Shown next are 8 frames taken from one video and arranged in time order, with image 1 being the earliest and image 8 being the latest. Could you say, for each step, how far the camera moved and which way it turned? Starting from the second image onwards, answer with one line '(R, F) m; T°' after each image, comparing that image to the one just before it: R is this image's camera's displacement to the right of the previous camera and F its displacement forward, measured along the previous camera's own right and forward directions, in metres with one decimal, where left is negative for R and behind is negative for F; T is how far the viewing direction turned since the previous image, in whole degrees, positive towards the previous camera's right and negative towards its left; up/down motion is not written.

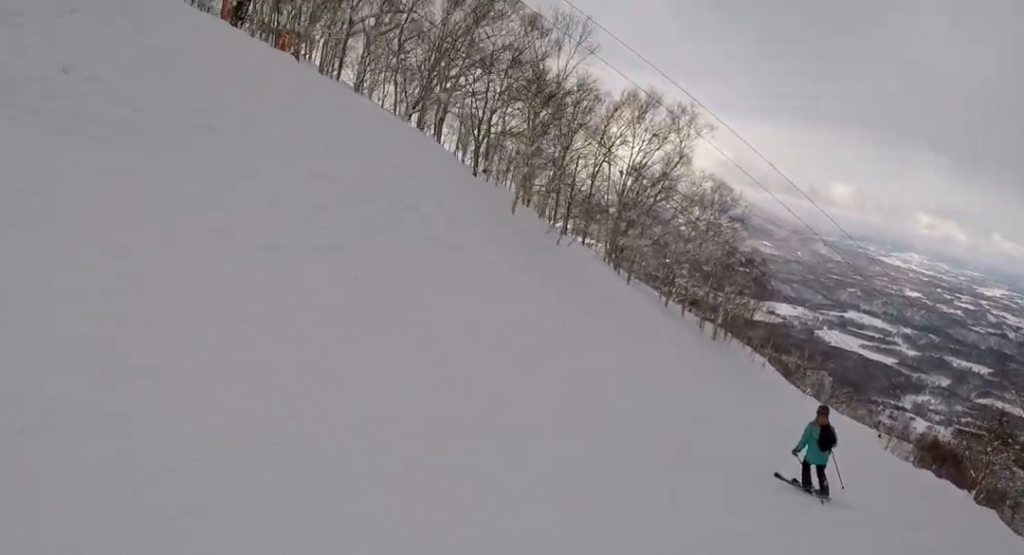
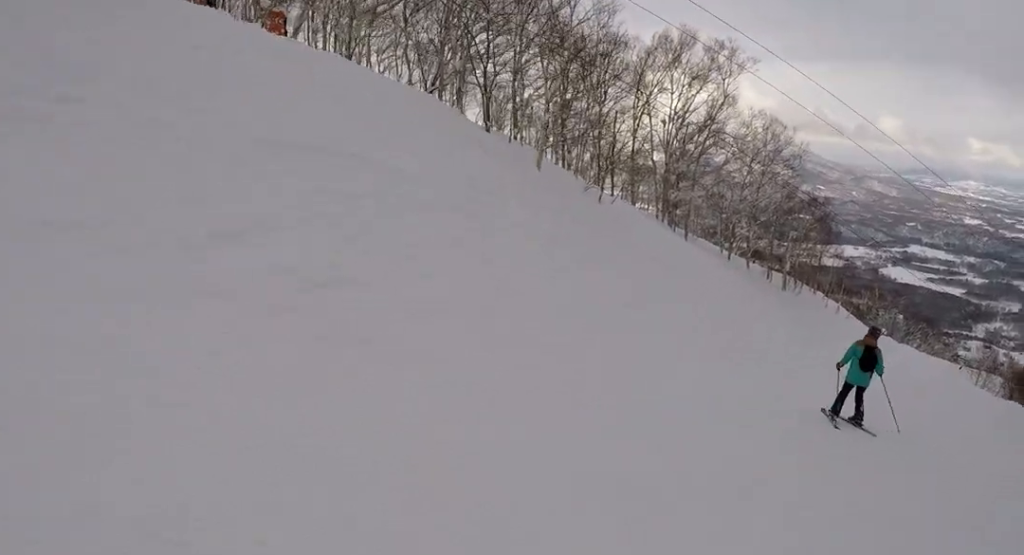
(-0.2, +3.2) m; +7°
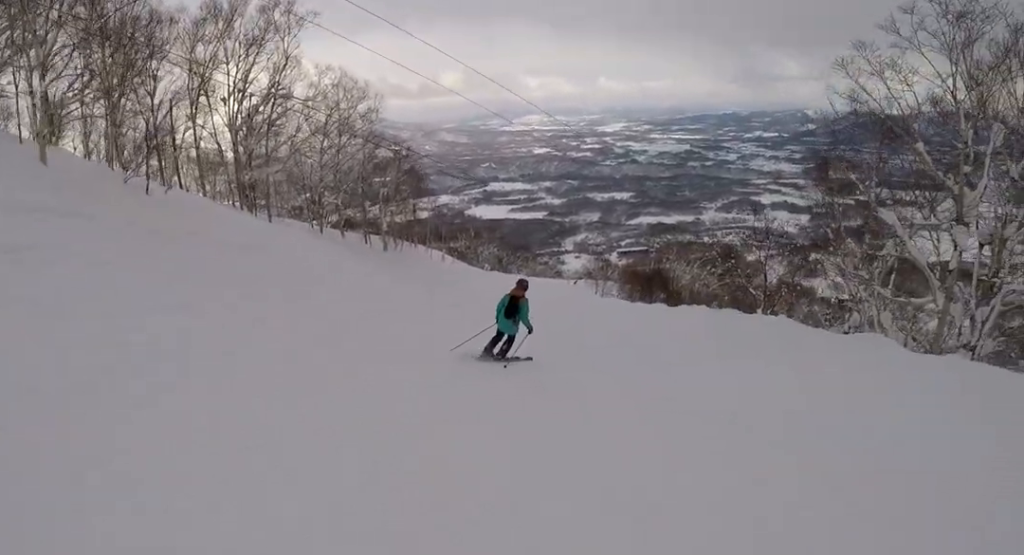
(+1.2, +5.1) m; +24°
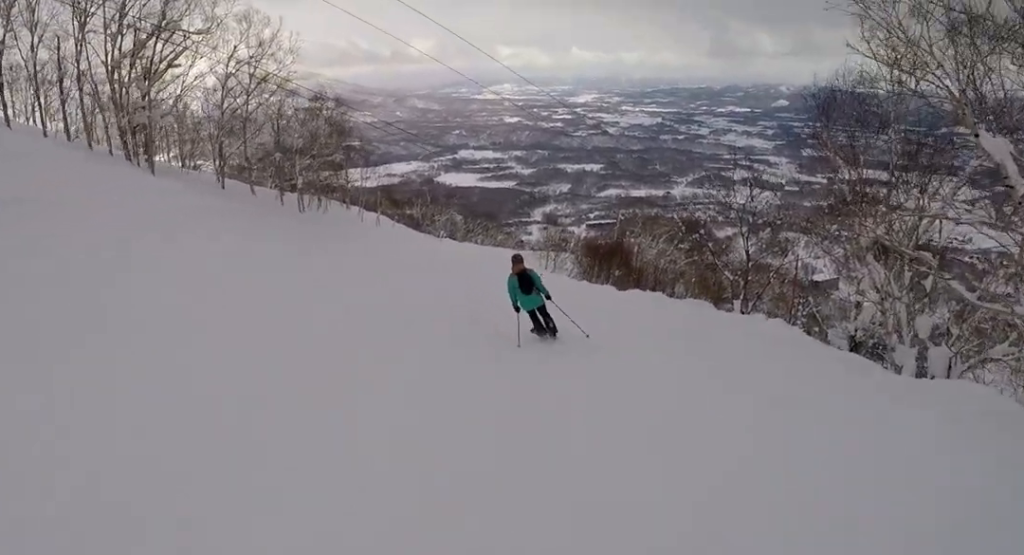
(+0.5, +7.3) m; -12°
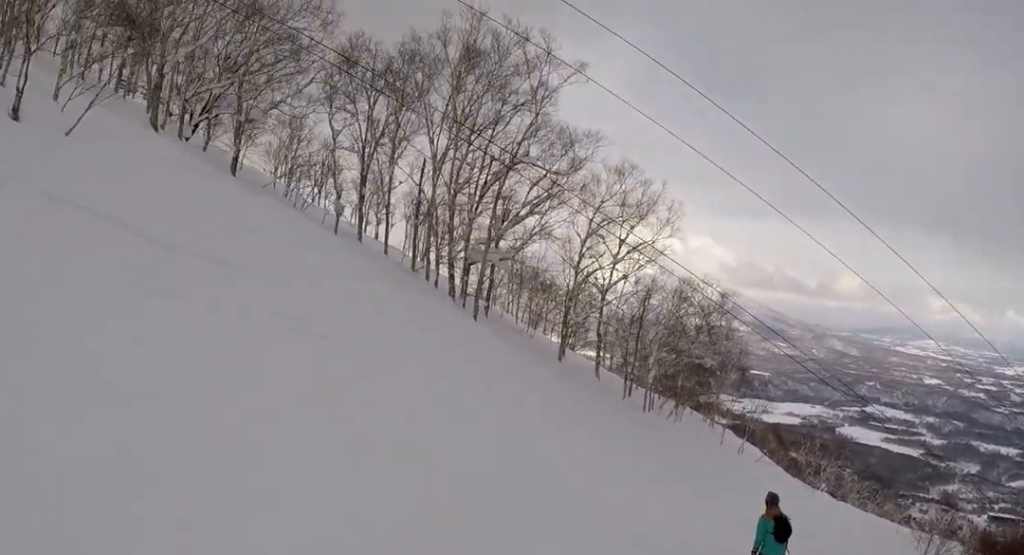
(-1.5, +6.6) m; -20°
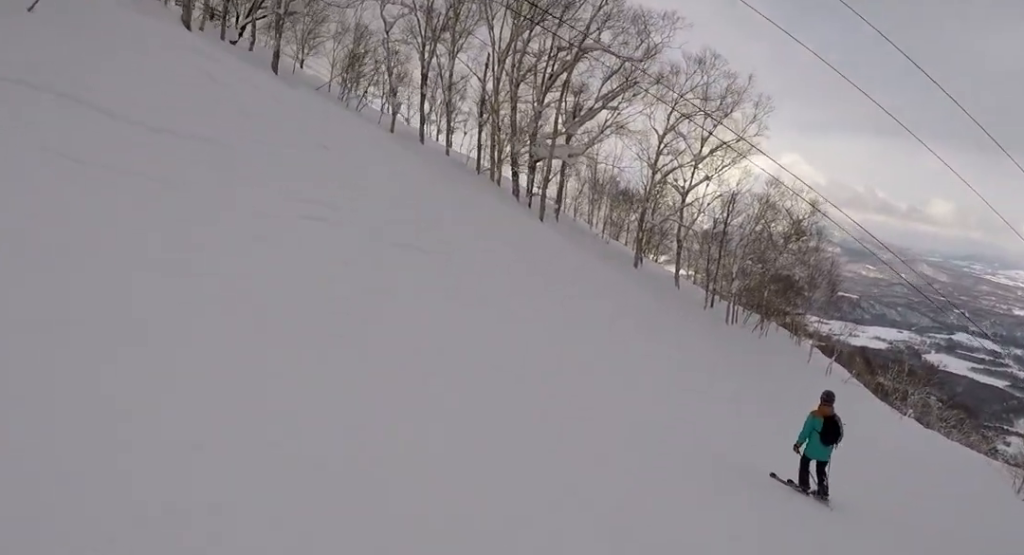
(+0.1, +2.6) m; -6°
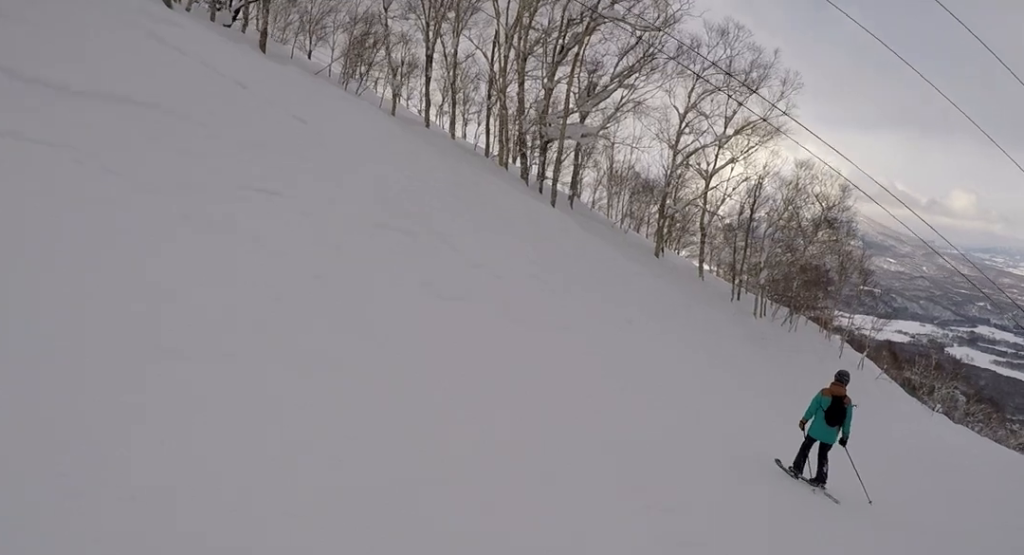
(-0.4, +2.5) m; +3°
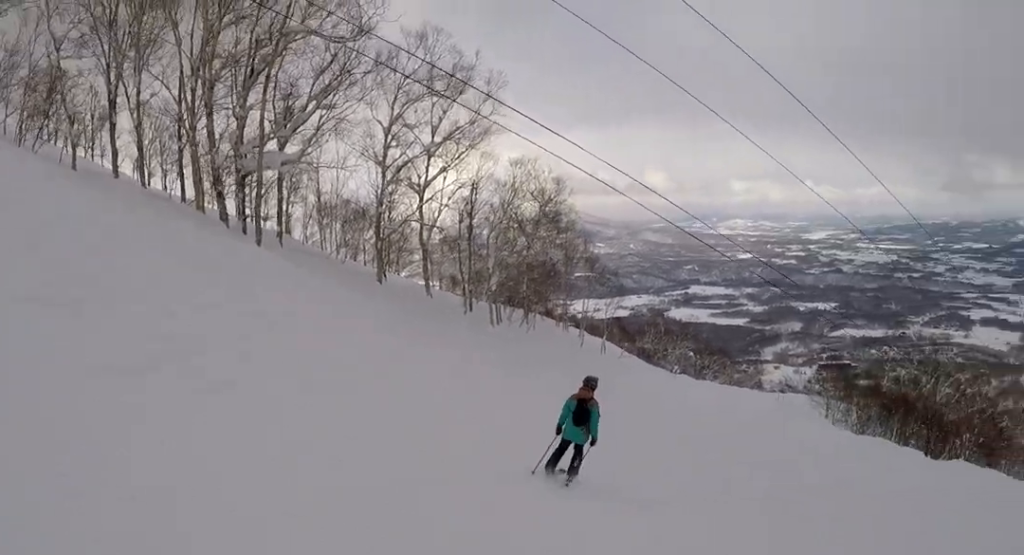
(-0.7, +3.1) m; +4°
